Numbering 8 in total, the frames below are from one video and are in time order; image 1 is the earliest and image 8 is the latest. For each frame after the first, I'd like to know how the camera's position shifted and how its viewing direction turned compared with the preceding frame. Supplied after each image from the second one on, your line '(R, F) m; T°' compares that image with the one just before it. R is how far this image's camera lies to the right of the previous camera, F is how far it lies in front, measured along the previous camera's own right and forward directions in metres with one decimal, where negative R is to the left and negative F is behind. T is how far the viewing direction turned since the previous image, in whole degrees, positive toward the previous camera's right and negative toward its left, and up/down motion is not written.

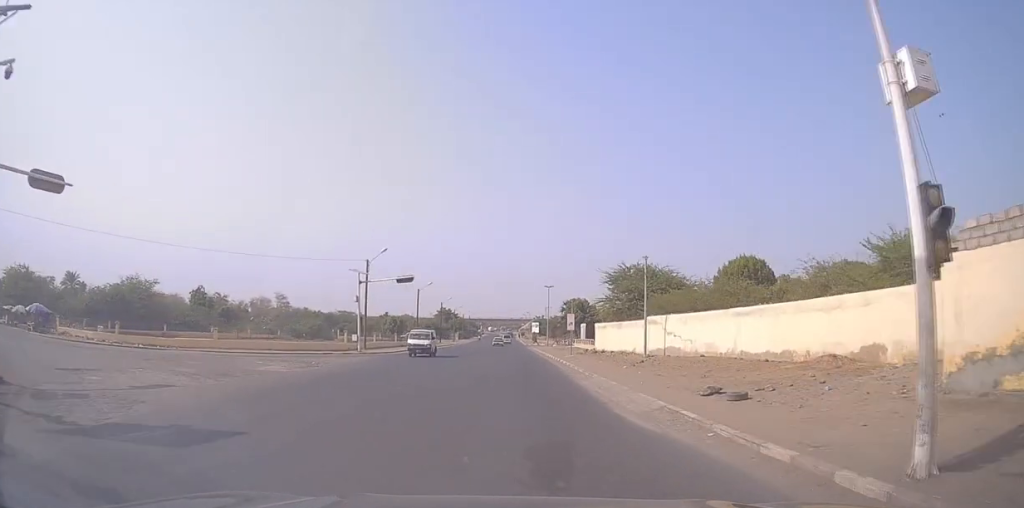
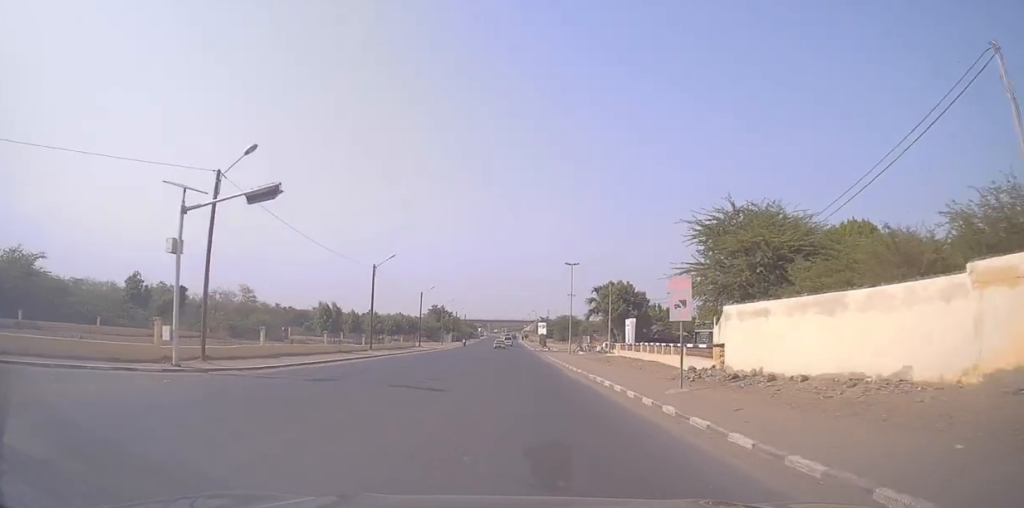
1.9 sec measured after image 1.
(-1.0, +28.0) m; 0°
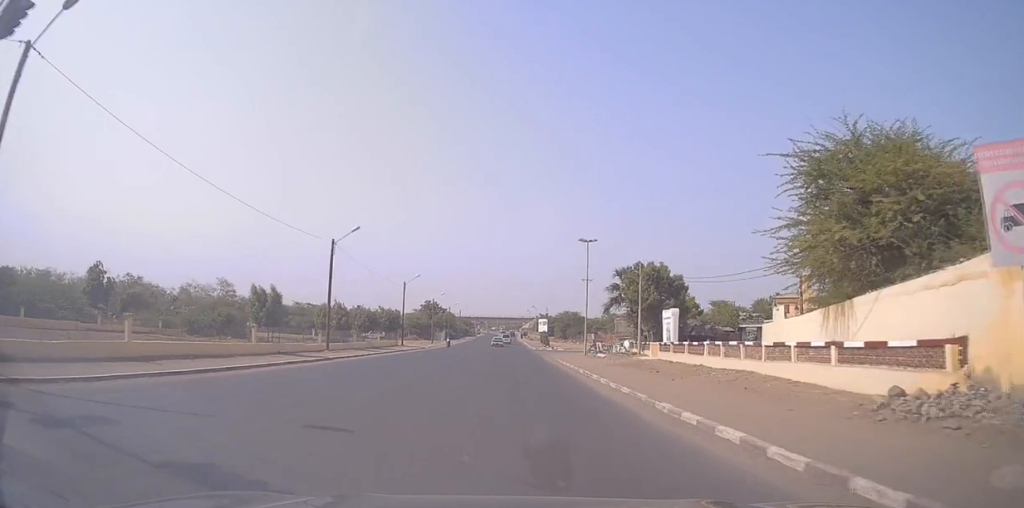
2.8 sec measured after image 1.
(+0.3, +12.1) m; +1°
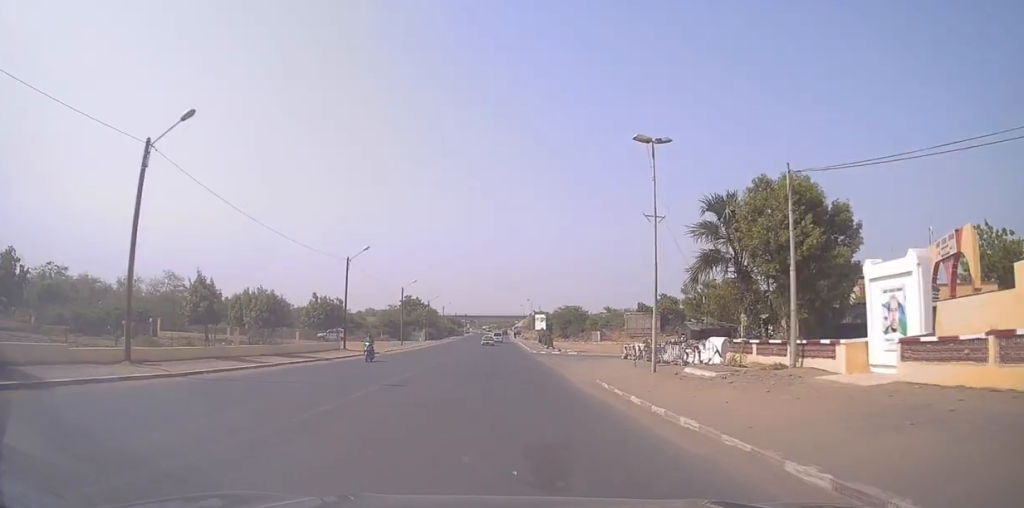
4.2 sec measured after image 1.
(-0.4, +21.7) m; -1°
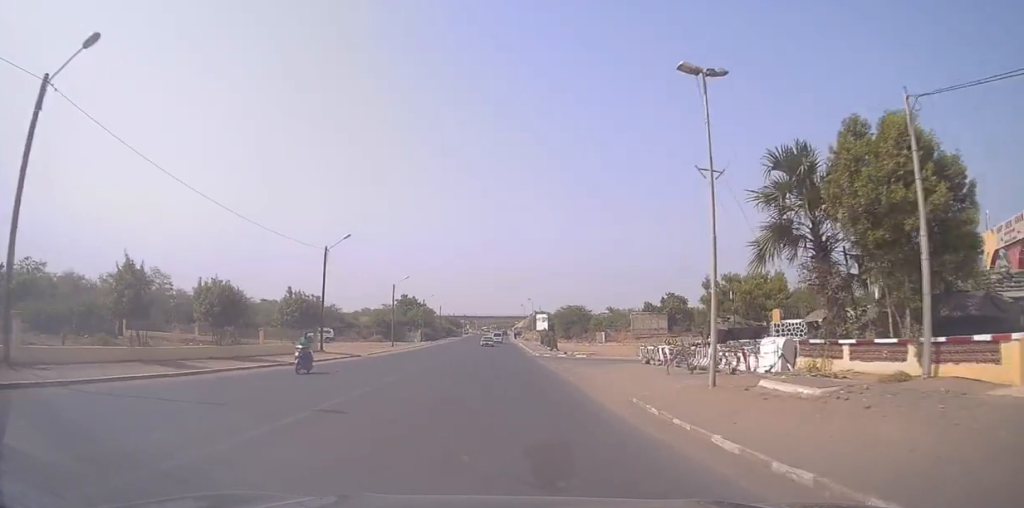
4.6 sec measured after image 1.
(+0.2, +6.1) m; 0°
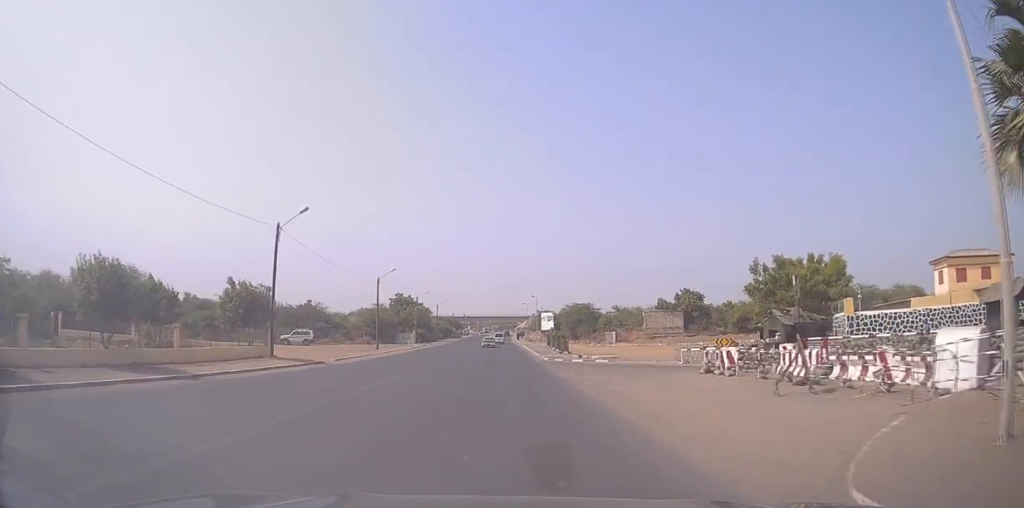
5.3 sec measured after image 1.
(+0.3, +9.6) m; 0°
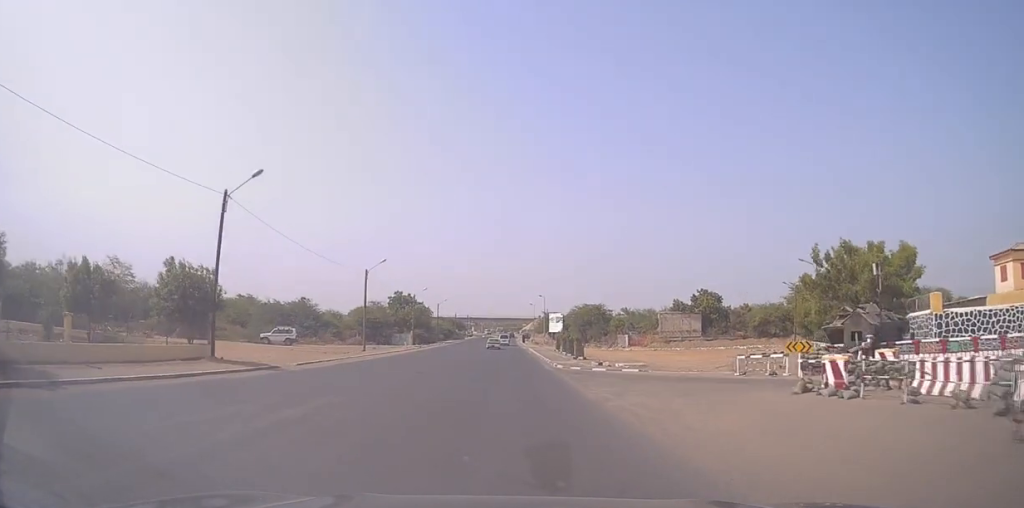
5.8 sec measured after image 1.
(-0.2, +7.7) m; 0°
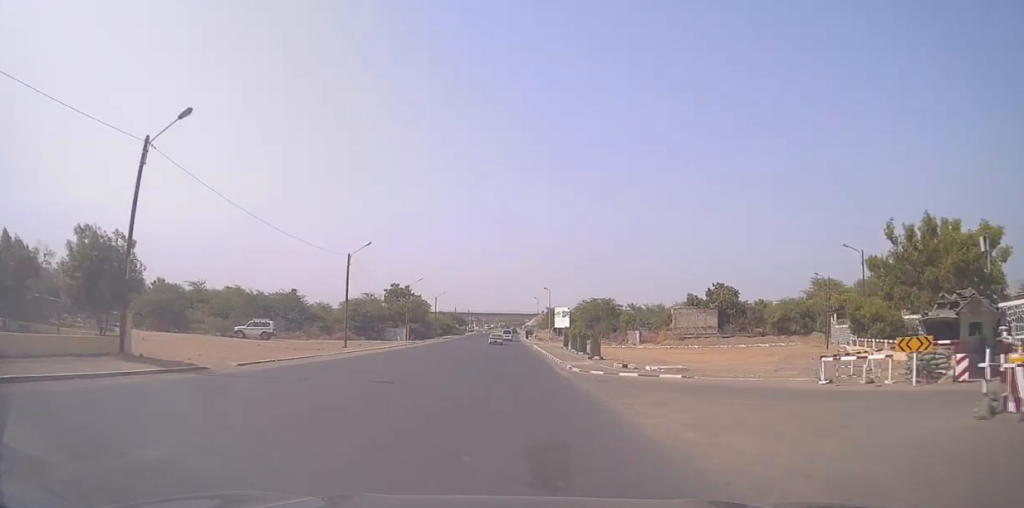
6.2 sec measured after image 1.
(-0.2, +7.2) m; 0°
